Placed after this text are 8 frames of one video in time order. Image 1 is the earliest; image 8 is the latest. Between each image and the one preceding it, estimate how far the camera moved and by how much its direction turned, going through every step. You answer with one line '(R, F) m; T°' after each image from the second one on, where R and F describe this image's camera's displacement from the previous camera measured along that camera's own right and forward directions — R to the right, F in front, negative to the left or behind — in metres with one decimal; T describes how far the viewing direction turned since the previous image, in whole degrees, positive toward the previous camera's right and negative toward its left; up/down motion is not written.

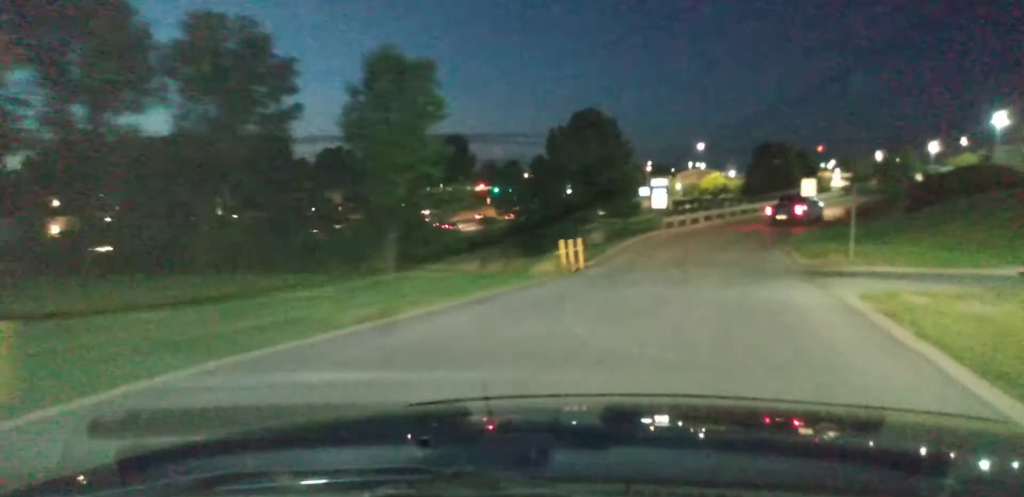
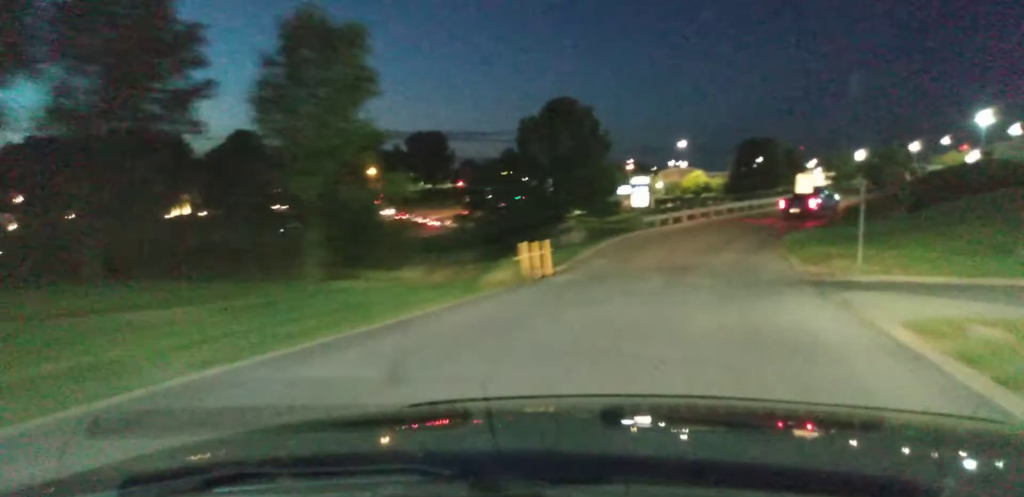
(+0.2, +4.4) m; +2°
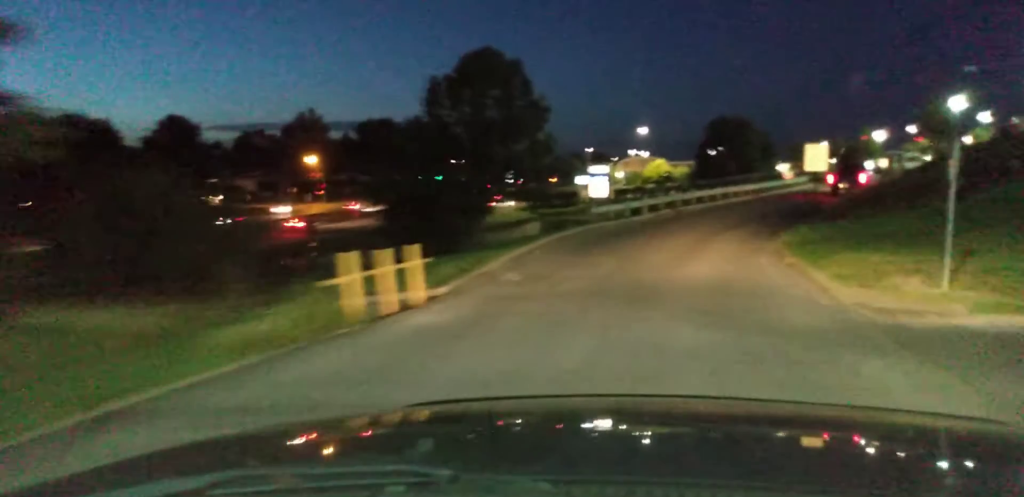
(+0.1, +11.4) m; +3°
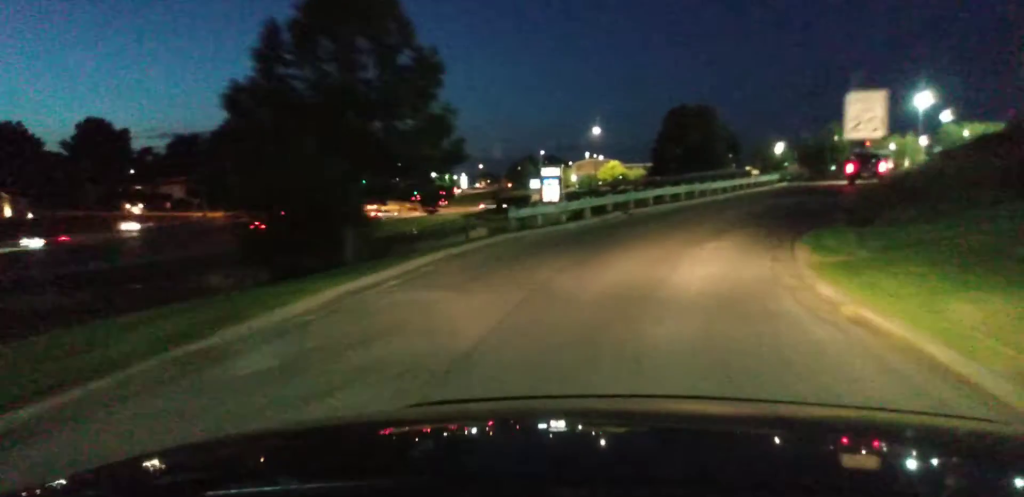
(+0.3, +10.6) m; +1°
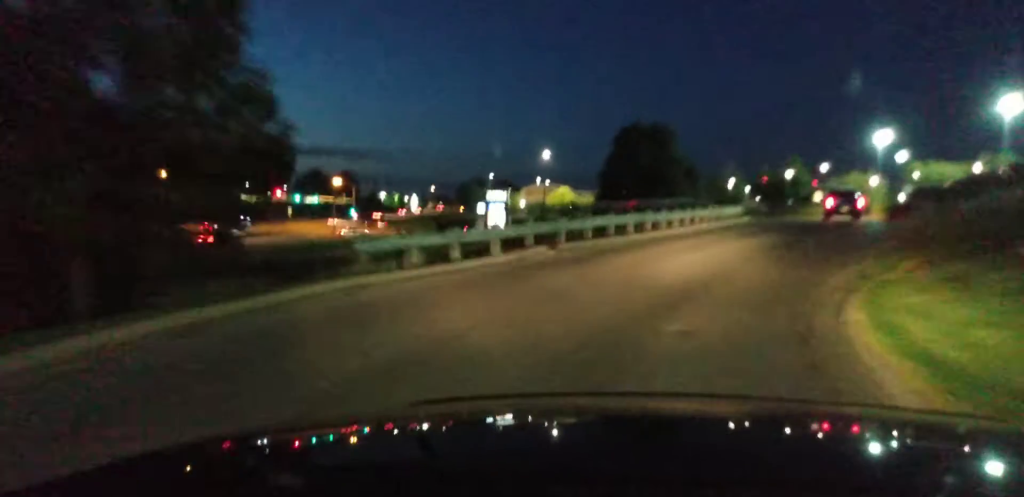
(+0.1, +10.0) m; +3°
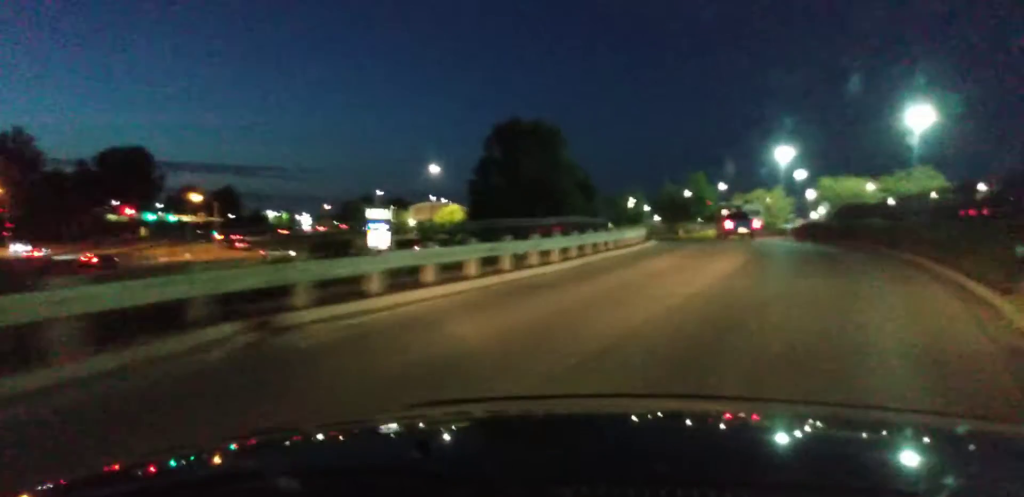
(+0.6, +12.8) m; +5°
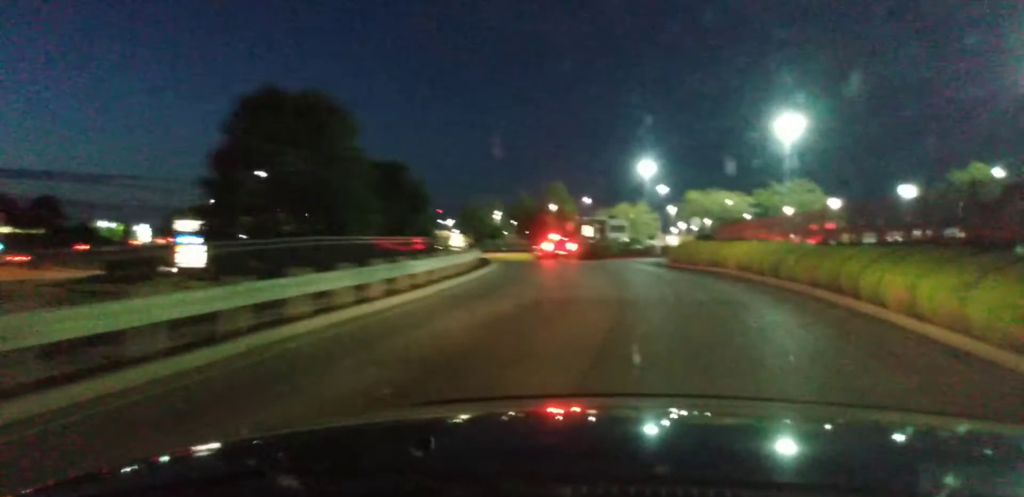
(+1.0, +13.5) m; +10°
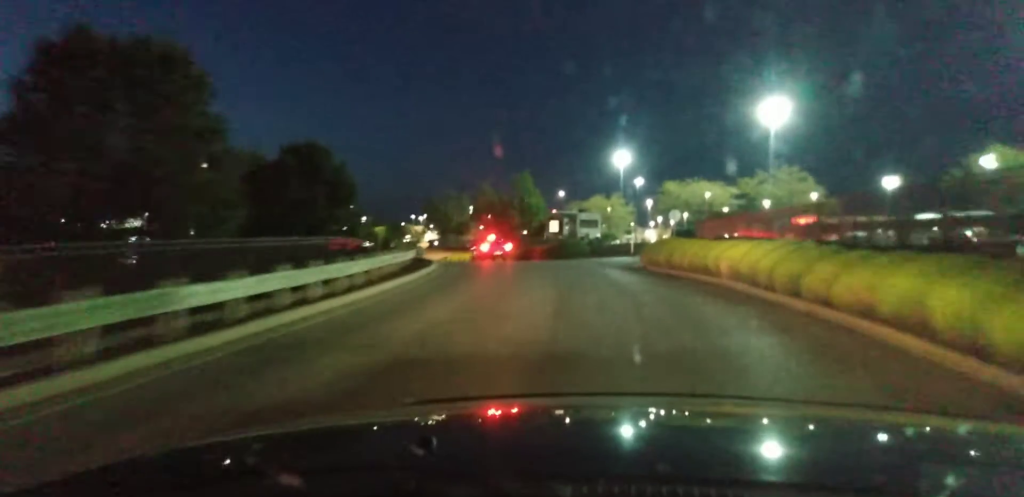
(+0.5, +6.8) m; +4°
